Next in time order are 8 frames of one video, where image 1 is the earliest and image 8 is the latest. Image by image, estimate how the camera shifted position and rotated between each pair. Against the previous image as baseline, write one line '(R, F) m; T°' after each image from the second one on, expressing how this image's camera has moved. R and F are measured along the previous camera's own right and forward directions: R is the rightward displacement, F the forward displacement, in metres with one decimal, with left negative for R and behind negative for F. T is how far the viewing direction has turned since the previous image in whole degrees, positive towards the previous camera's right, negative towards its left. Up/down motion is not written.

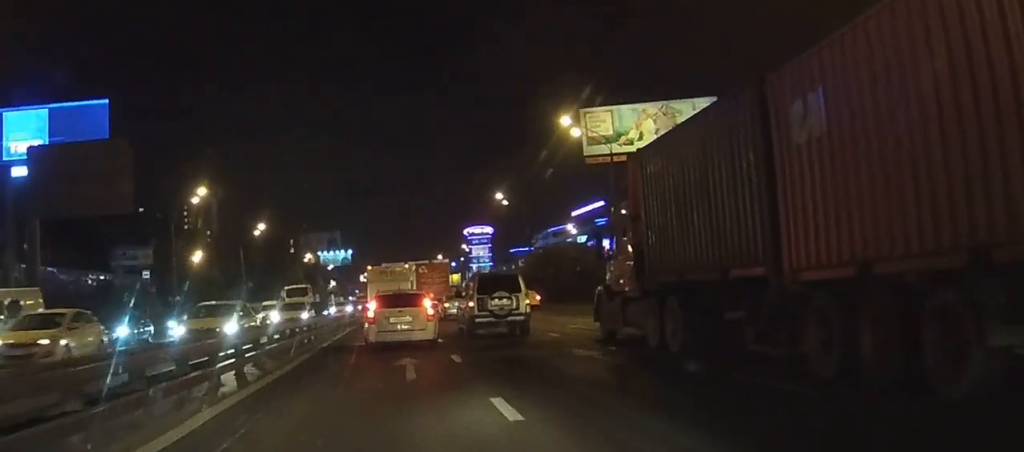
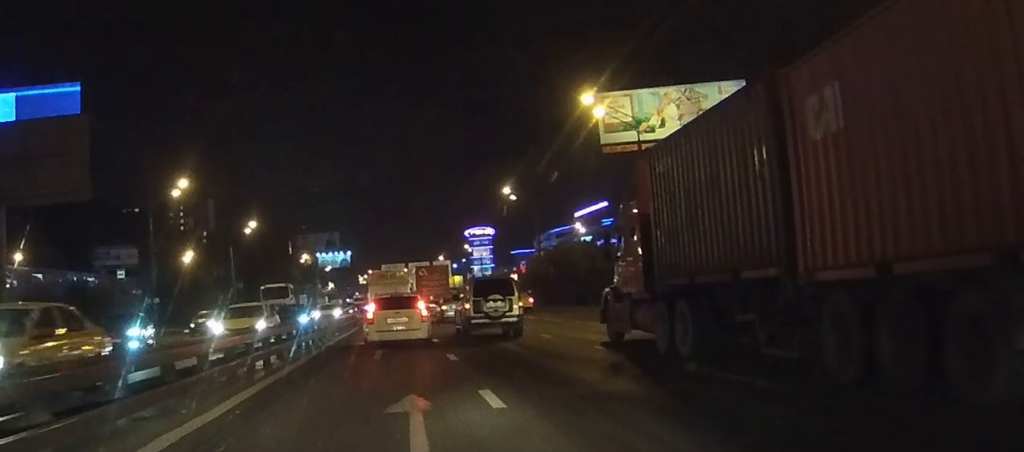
(+0.1, +6.7) m; +1°
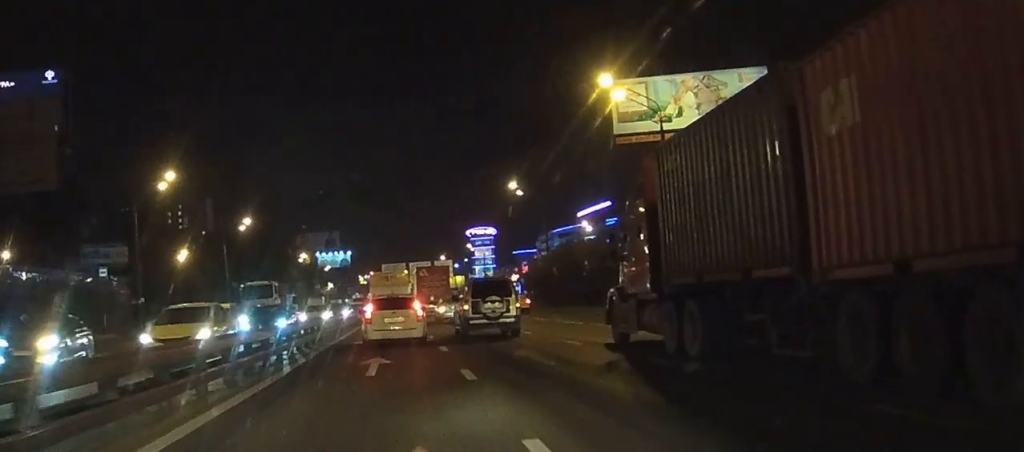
(0.0, +4.2) m; 0°
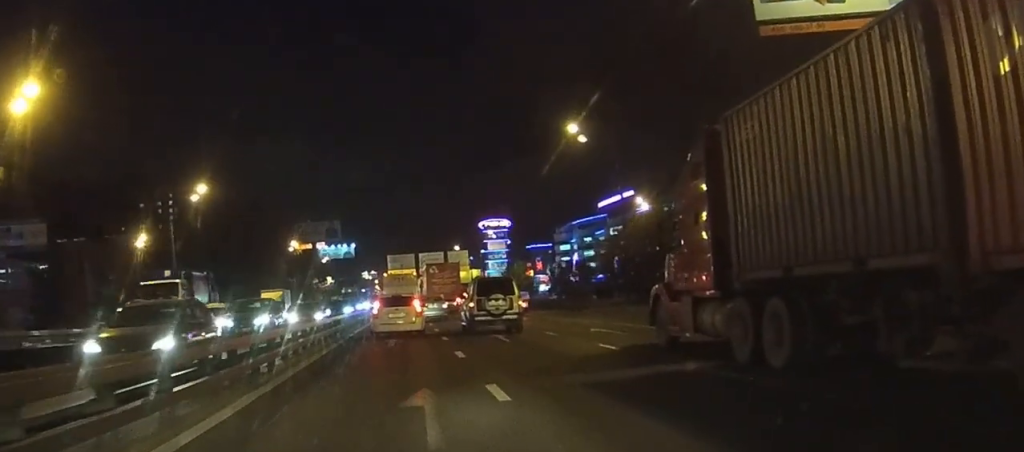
(+0.4, +24.0) m; 0°
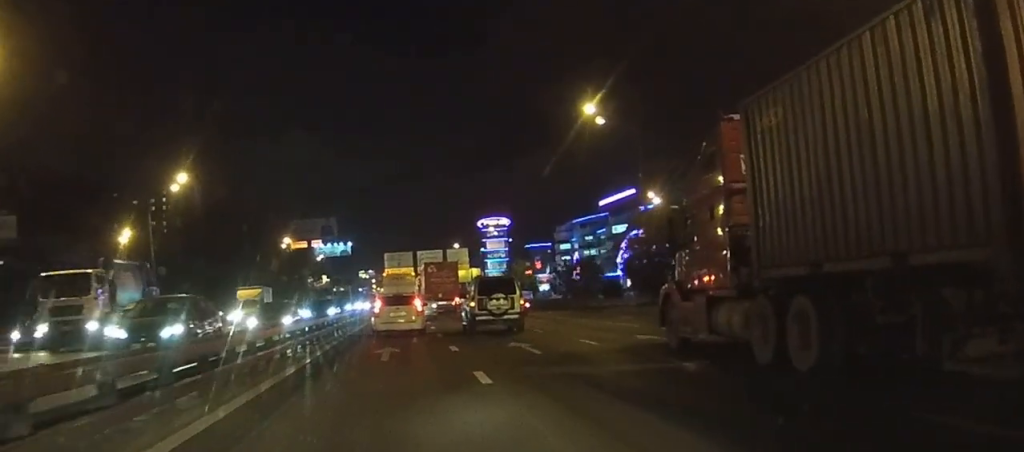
(-0.1, +5.0) m; -2°
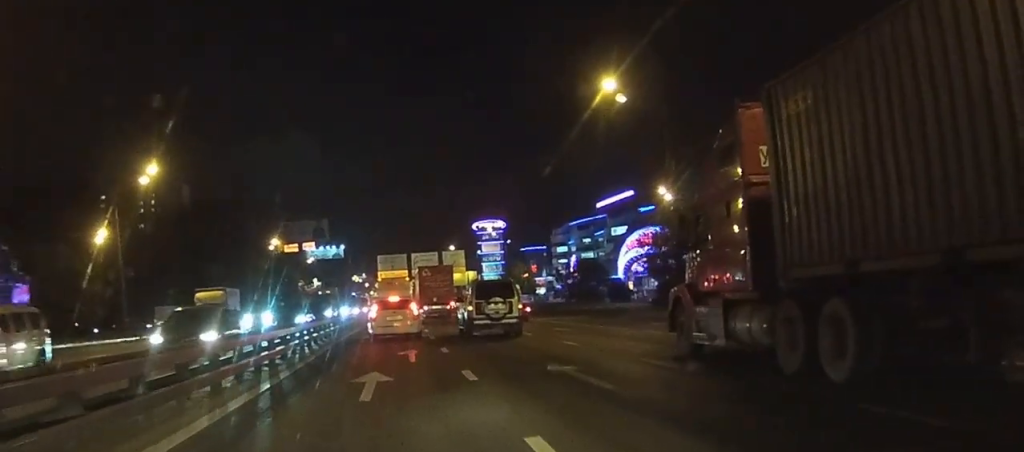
(-0.1, +5.6) m; -1°
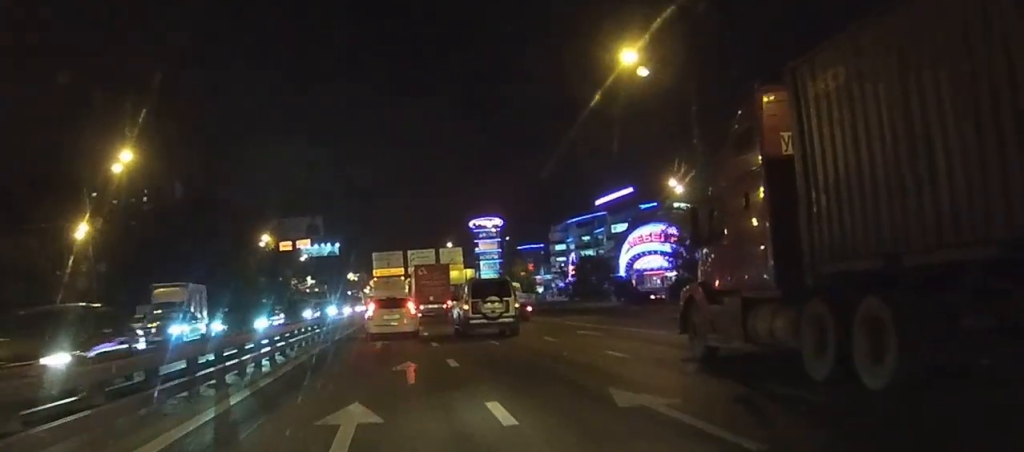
(-0.1, +4.2) m; 0°
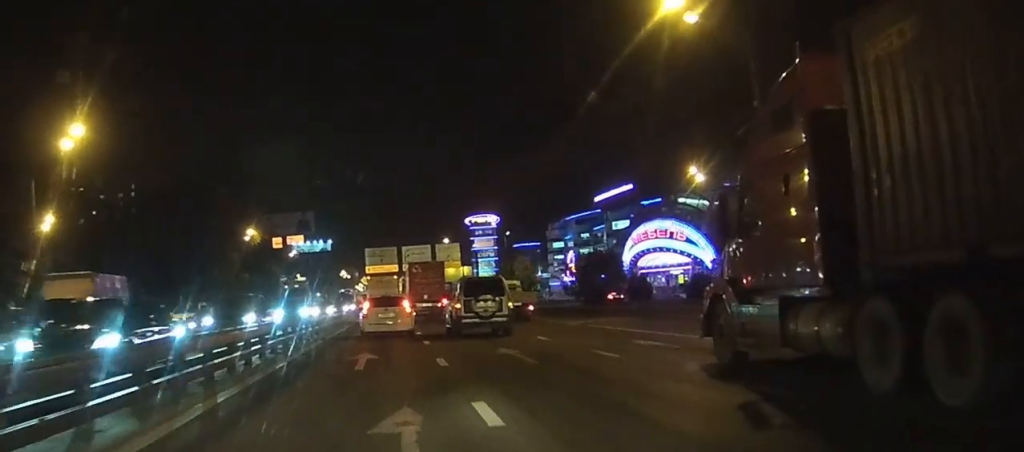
(+0.1, +6.6) m; +1°
